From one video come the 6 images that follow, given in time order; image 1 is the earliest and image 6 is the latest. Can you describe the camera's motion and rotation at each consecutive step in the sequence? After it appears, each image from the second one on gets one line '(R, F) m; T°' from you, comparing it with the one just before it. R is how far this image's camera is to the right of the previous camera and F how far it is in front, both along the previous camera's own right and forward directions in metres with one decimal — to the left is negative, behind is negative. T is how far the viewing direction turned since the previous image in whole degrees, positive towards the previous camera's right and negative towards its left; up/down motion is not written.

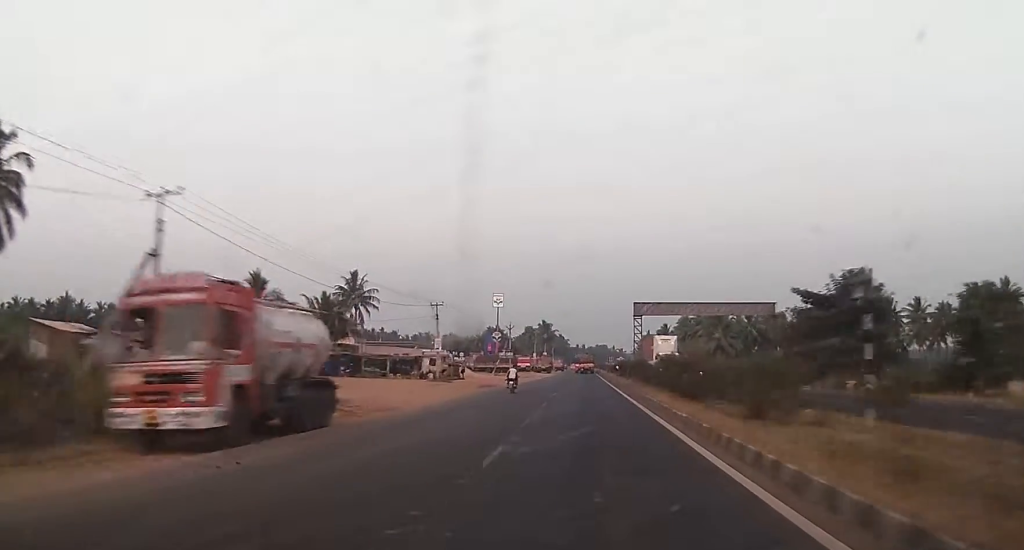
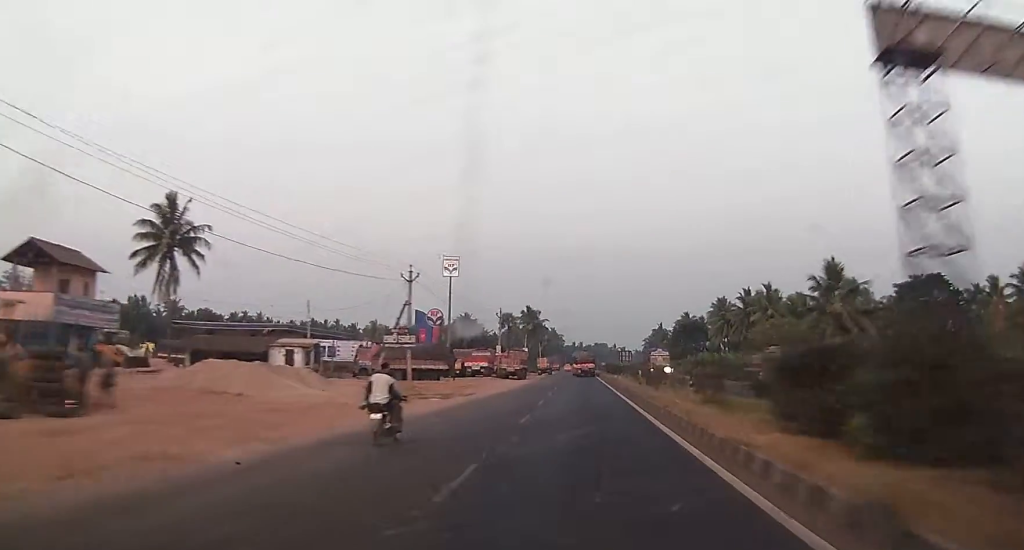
(-1.1, +57.3) m; -2°
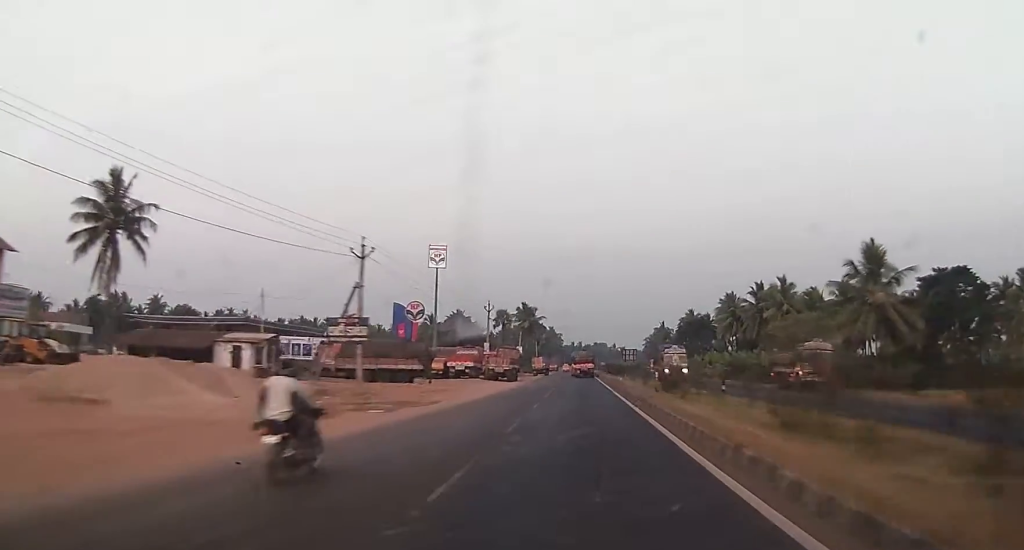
(0.0, +9.6) m; 0°
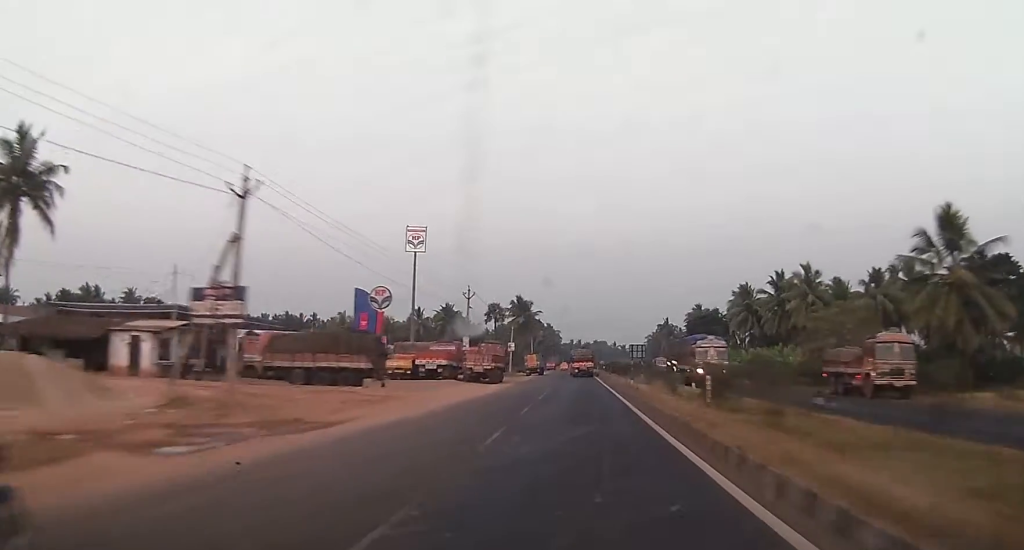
(0.0, +12.8) m; 0°
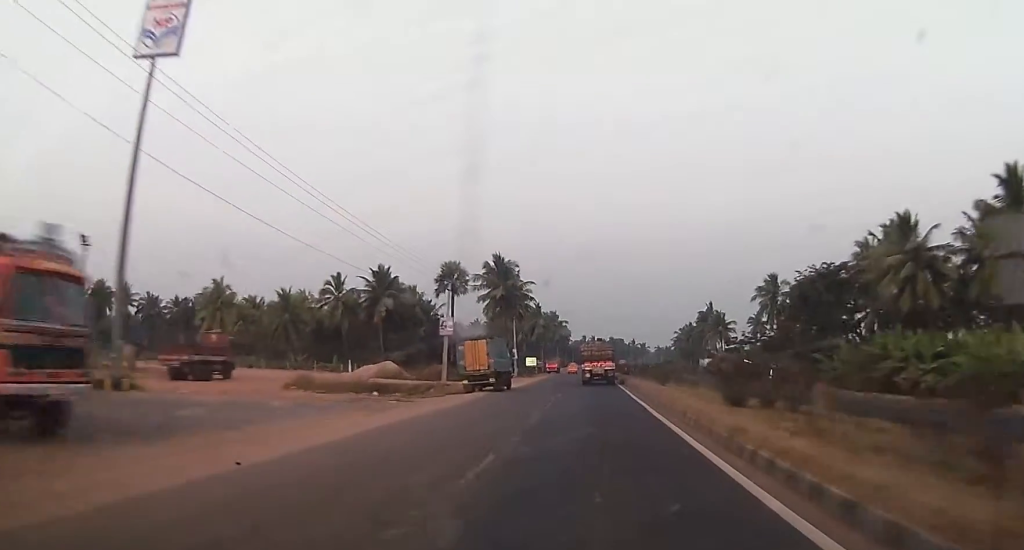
(+0.7, +60.1) m; +1°
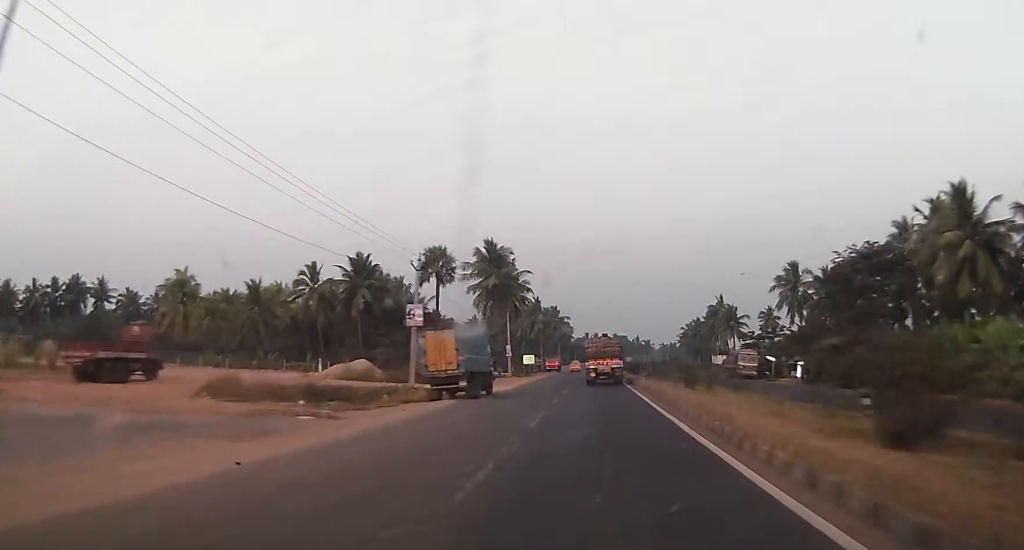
(-0.1, +10.6) m; -1°
